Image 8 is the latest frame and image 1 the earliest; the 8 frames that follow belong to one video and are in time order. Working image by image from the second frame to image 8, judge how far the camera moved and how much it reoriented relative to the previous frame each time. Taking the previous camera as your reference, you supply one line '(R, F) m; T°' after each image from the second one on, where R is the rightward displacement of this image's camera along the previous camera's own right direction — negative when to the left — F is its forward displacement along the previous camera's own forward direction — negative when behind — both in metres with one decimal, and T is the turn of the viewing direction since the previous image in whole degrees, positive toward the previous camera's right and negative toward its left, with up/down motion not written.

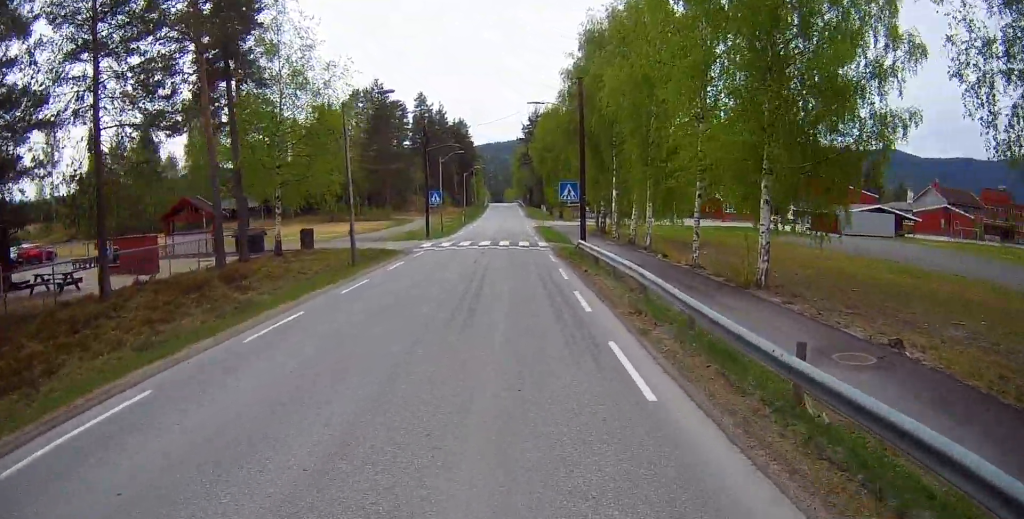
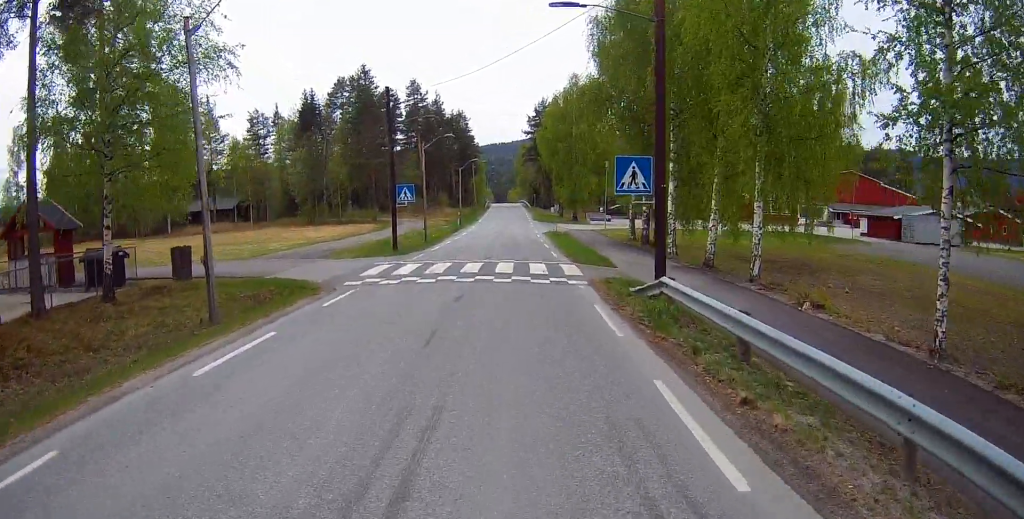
(+0.2, +14.0) m; +2°
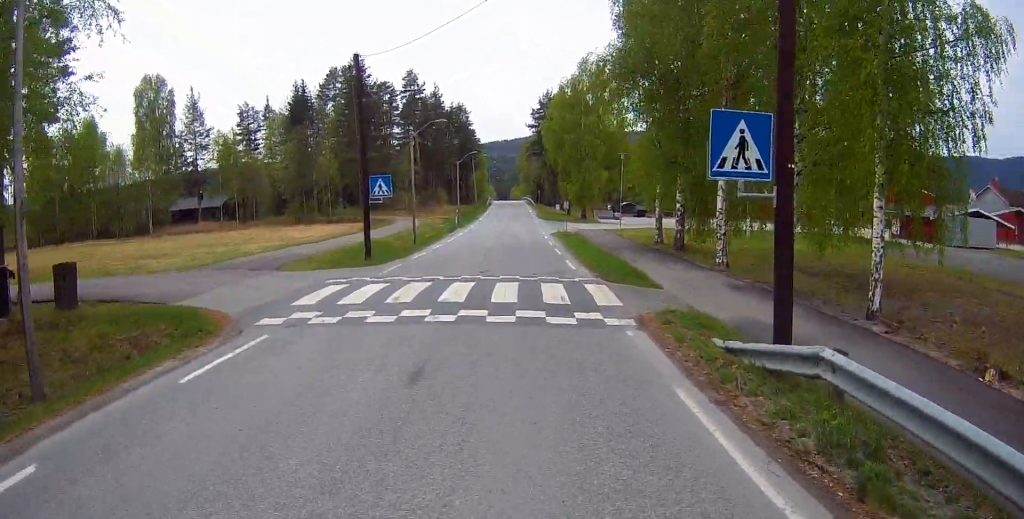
(+0.1, +6.6) m; 0°
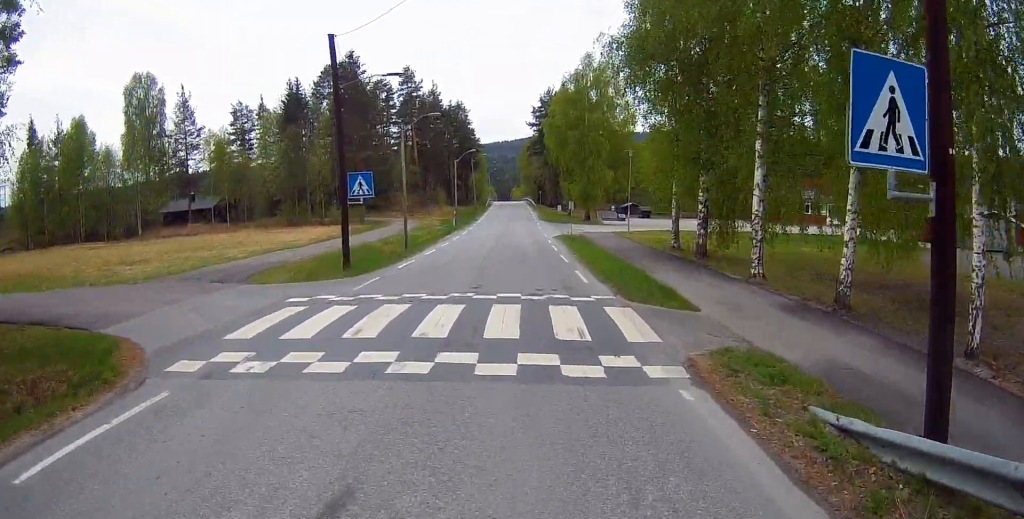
(+0.2, +3.5) m; -1°
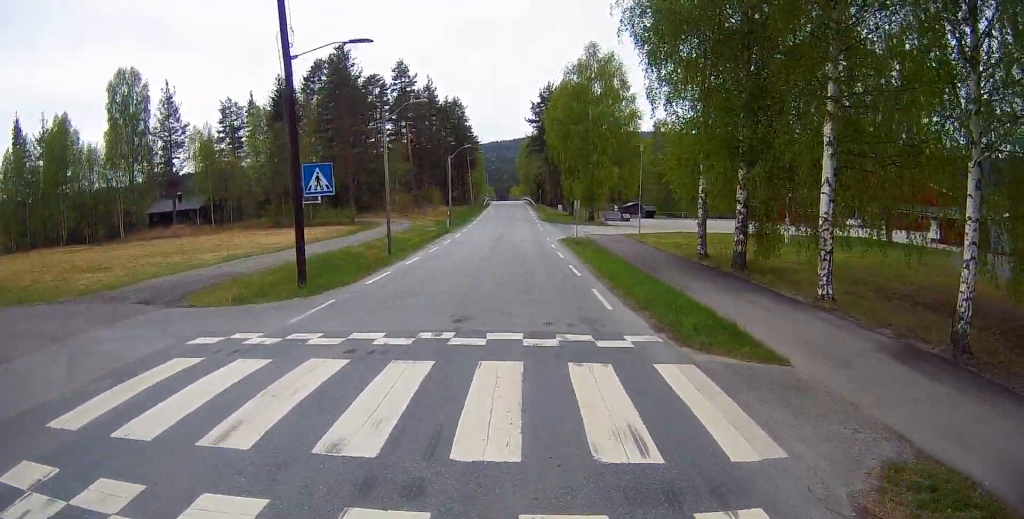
(-0.2, +4.6) m; -1°
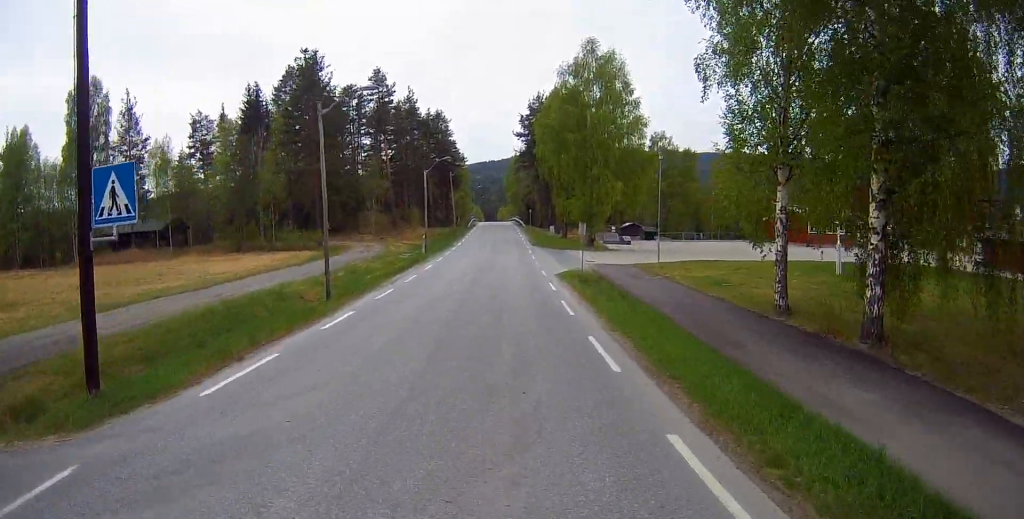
(+0.1, +8.9) m; +2°
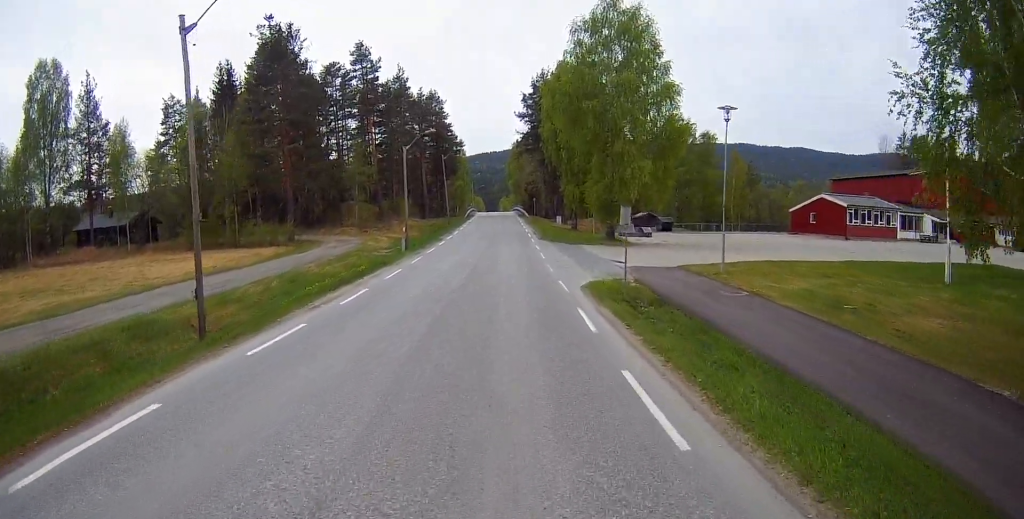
(0.0, +9.9) m; 0°
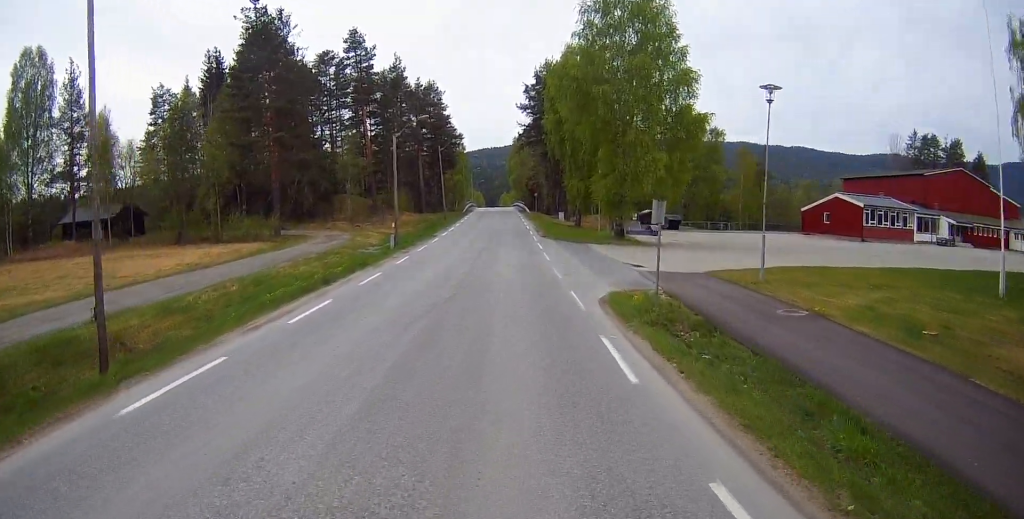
(0.0, +3.6) m; 0°
